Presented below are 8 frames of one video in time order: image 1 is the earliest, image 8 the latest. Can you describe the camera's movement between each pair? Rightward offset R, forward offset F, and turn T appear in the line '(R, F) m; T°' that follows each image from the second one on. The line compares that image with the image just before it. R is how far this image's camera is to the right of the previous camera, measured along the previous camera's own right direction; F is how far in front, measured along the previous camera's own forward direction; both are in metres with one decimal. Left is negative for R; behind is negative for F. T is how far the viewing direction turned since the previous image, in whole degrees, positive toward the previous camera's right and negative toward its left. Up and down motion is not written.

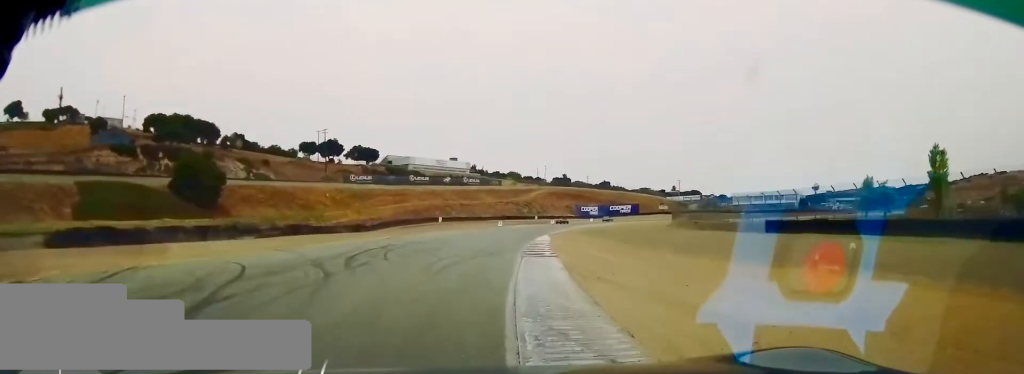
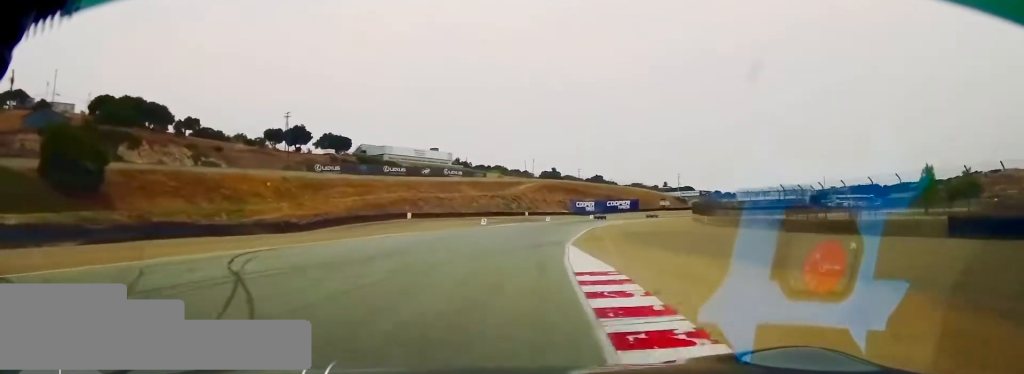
(-0.4, +24.9) m; +1°
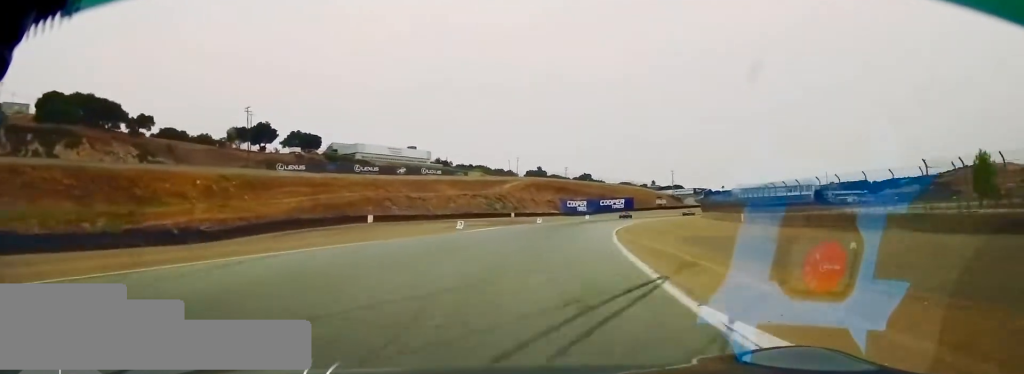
(+0.4, +18.7) m; +2°
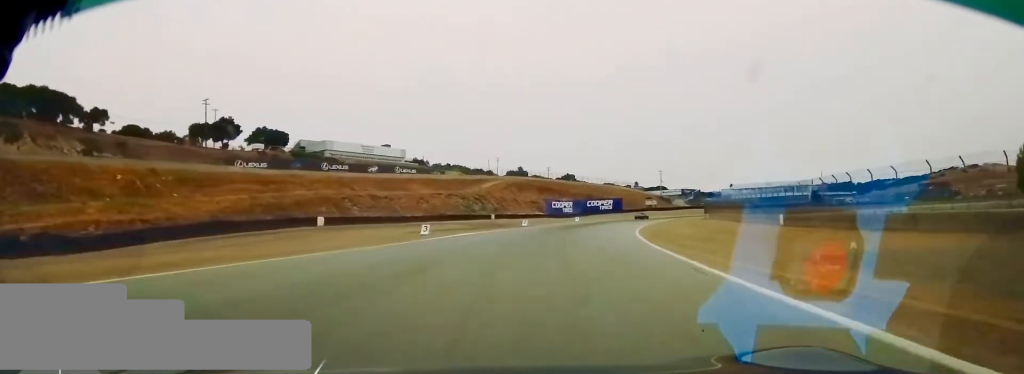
(-0.1, +14.0) m; +2°
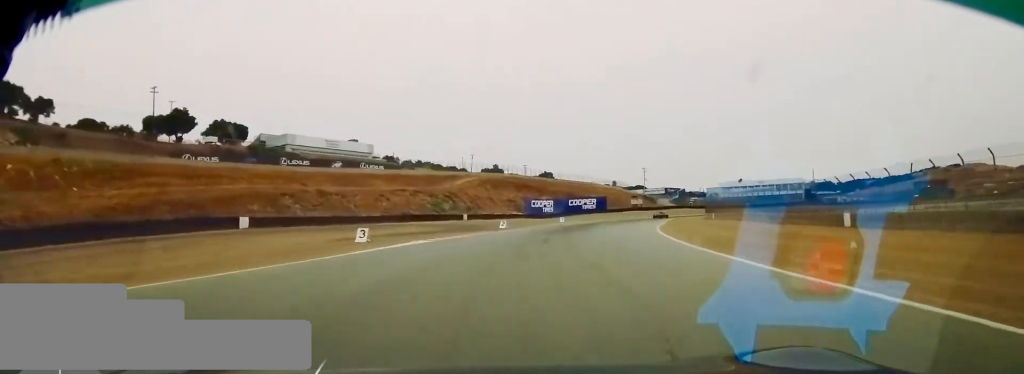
(+0.4, +14.7) m; +3°
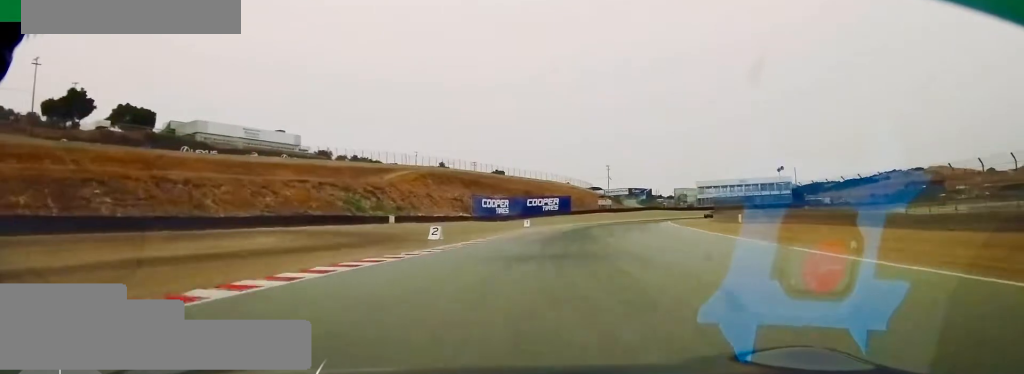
(+1.1, +27.1) m; +6°
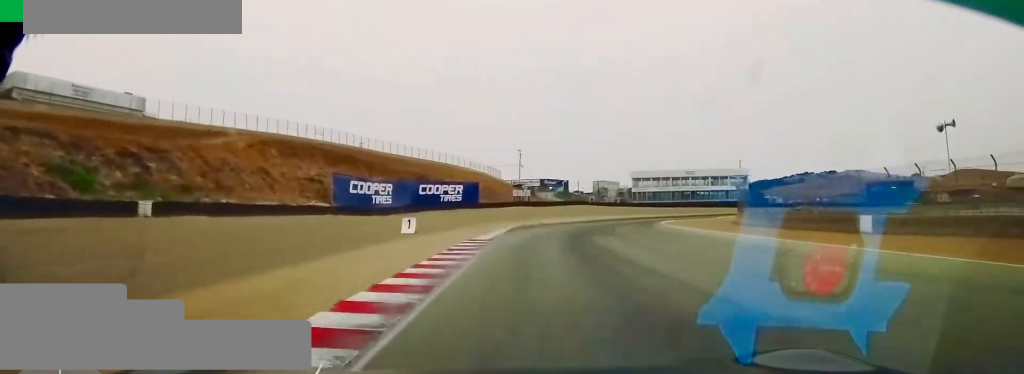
(+3.2, +34.7) m; +13°
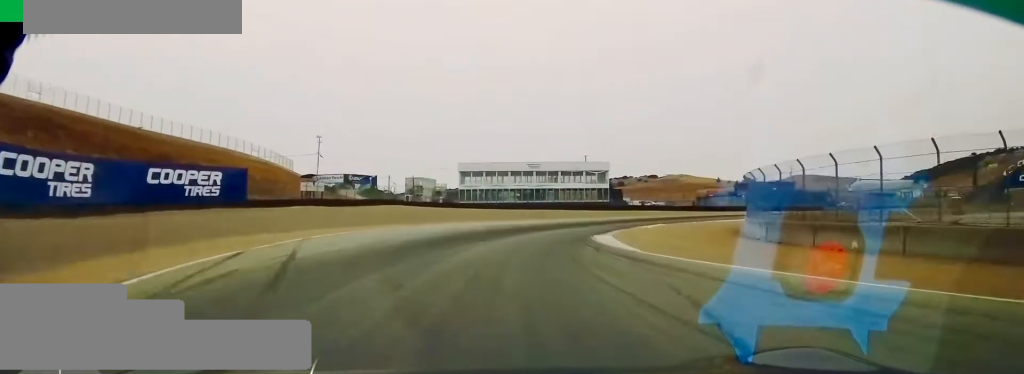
(+5.1, +33.0) m; +22°
